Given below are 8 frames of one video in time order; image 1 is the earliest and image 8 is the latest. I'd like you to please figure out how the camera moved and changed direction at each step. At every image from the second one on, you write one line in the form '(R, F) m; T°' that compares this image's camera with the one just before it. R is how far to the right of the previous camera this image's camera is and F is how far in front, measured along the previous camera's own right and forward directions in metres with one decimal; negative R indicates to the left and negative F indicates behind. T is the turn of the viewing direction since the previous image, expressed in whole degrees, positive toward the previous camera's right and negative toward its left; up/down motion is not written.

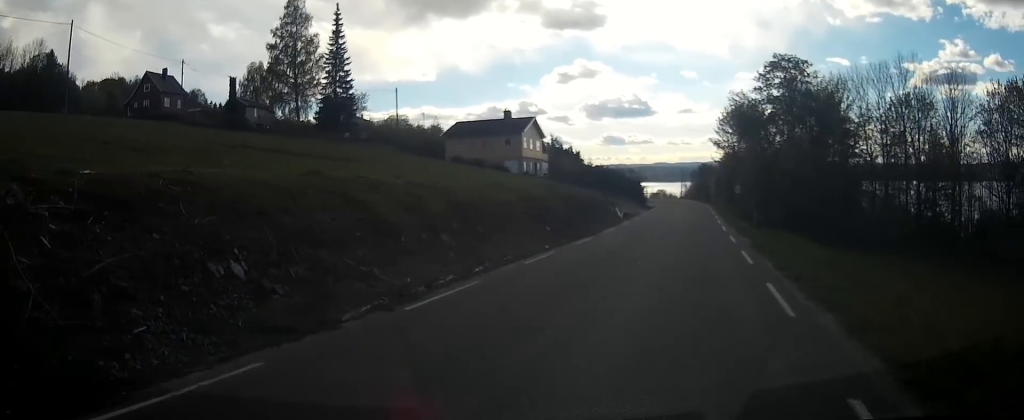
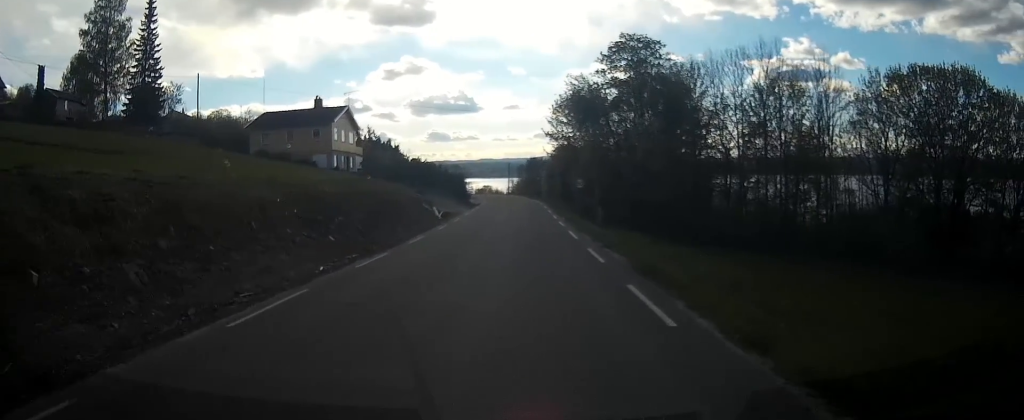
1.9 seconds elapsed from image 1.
(+0.9, +6.9) m; +12°
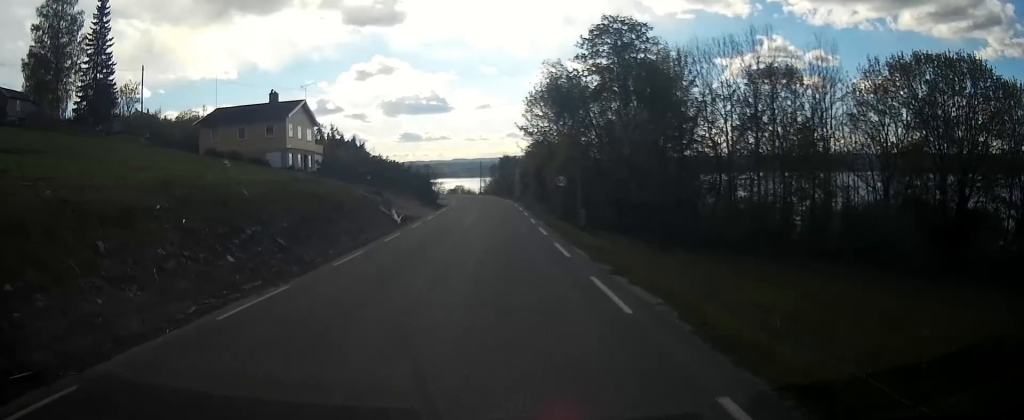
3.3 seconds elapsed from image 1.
(0.0, +5.4) m; +1°
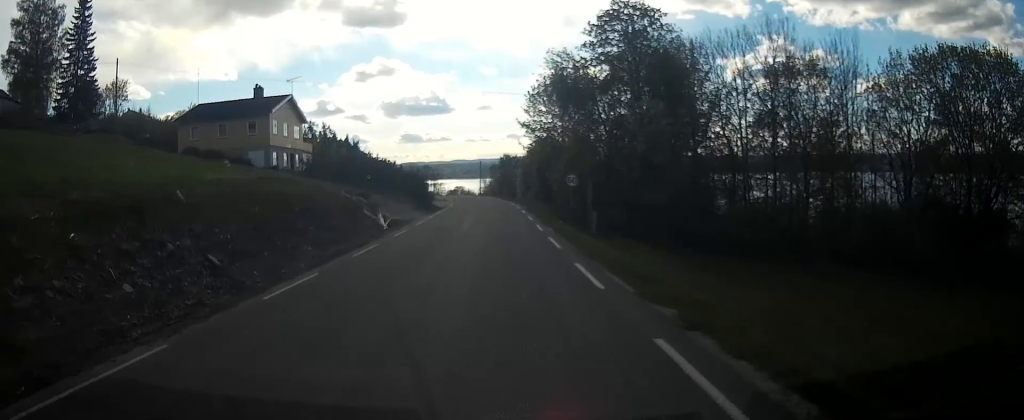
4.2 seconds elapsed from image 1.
(0.0, +4.3) m; +4°
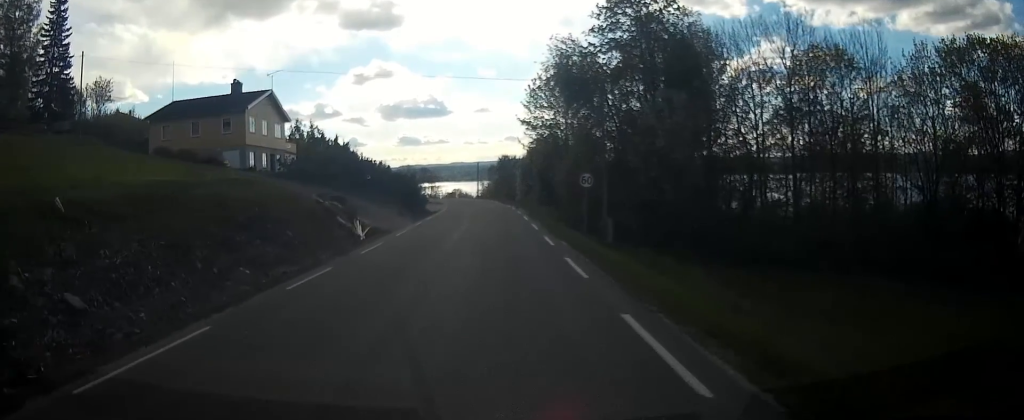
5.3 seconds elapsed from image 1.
(+0.3, +4.9) m; +1°
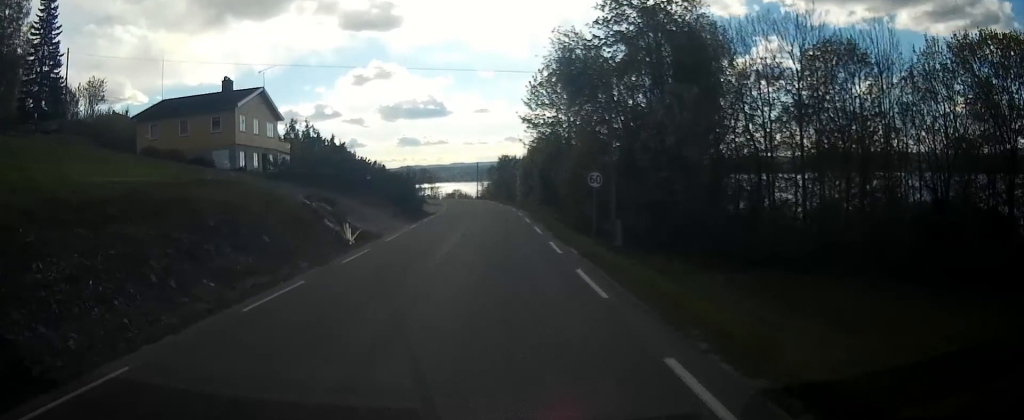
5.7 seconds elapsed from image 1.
(0.0, +2.0) m; 0°
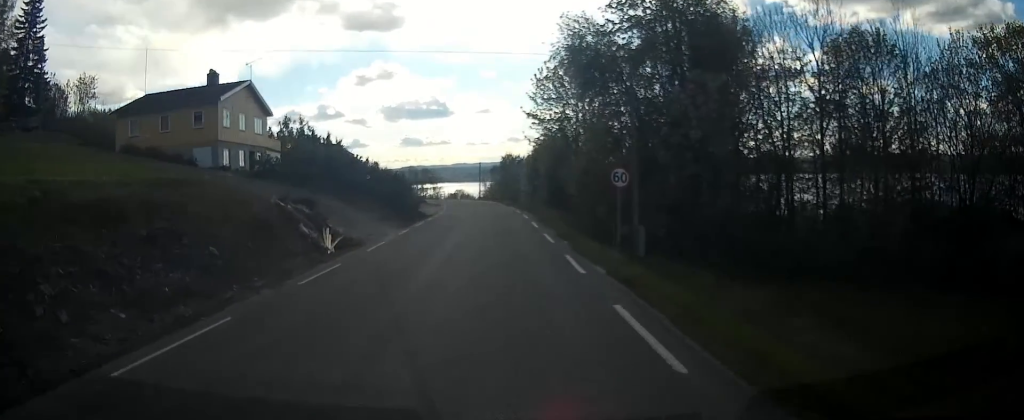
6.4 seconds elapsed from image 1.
(-0.3, +3.6) m; 0°
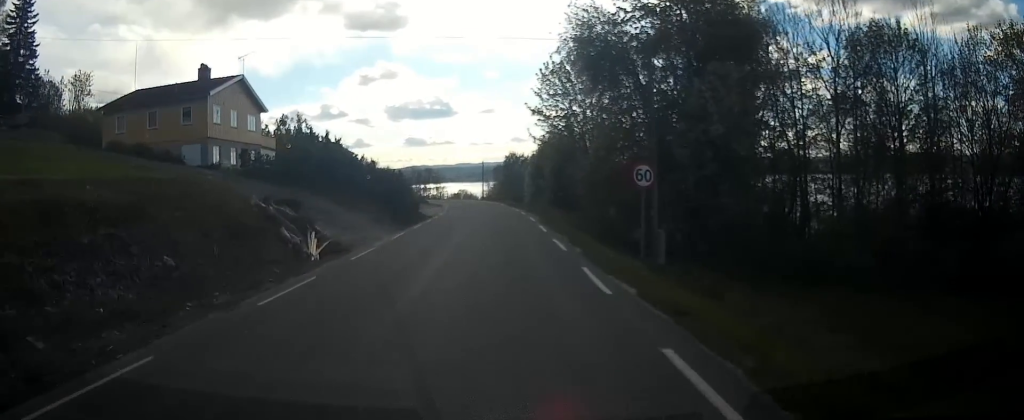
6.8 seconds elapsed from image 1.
(+0.1, +2.3) m; 0°
